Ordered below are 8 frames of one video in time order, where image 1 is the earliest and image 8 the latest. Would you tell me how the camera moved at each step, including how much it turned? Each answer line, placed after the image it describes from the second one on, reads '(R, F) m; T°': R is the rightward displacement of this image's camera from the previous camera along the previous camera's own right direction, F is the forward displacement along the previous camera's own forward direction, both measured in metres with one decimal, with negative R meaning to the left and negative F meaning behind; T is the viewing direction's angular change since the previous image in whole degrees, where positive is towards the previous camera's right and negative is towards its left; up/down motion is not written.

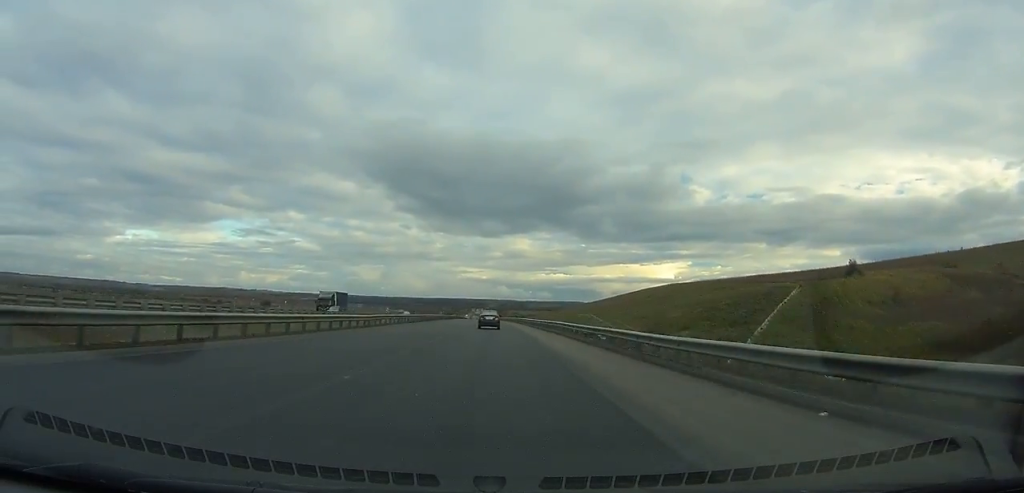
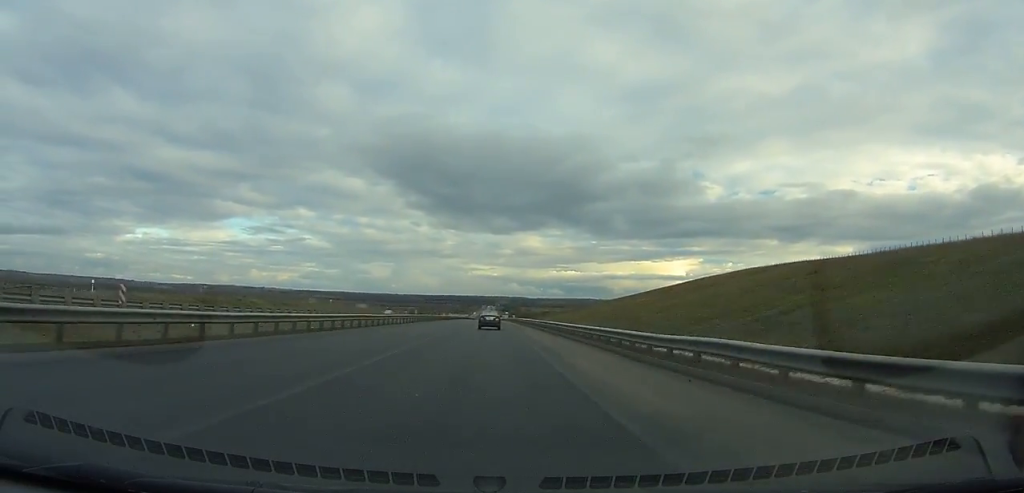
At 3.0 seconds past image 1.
(-1.2, +83.2) m; -1°
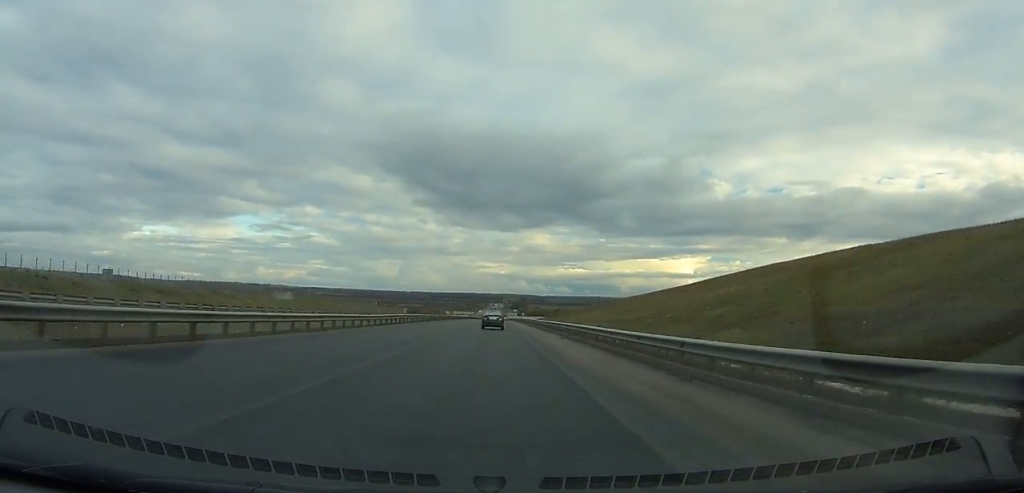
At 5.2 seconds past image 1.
(-0.7, +60.8) m; -1°
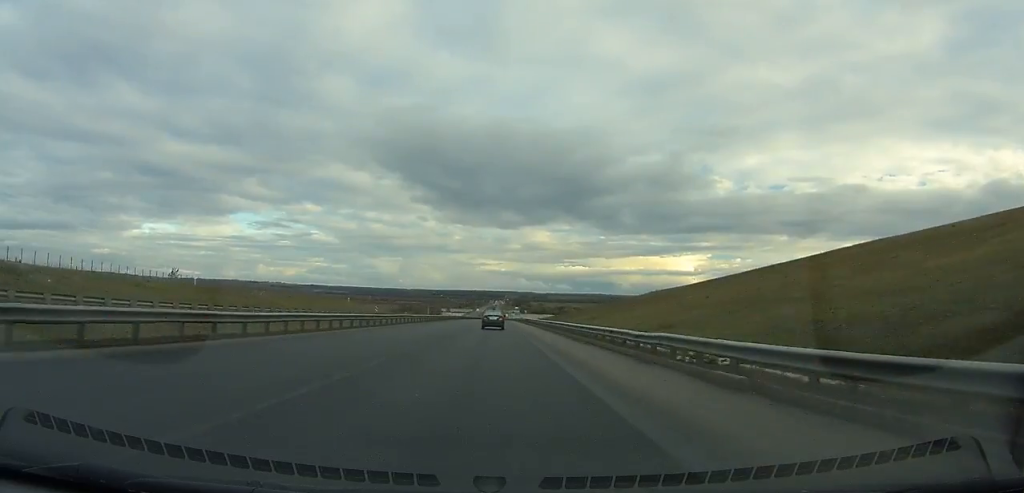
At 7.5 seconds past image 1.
(-0.2, +63.1) m; 0°
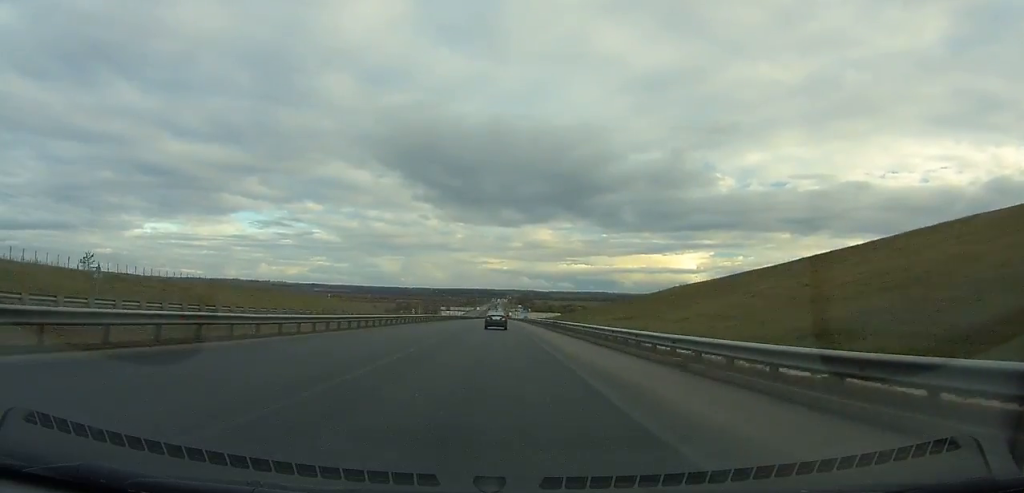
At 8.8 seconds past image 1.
(0.0, +35.7) m; 0°
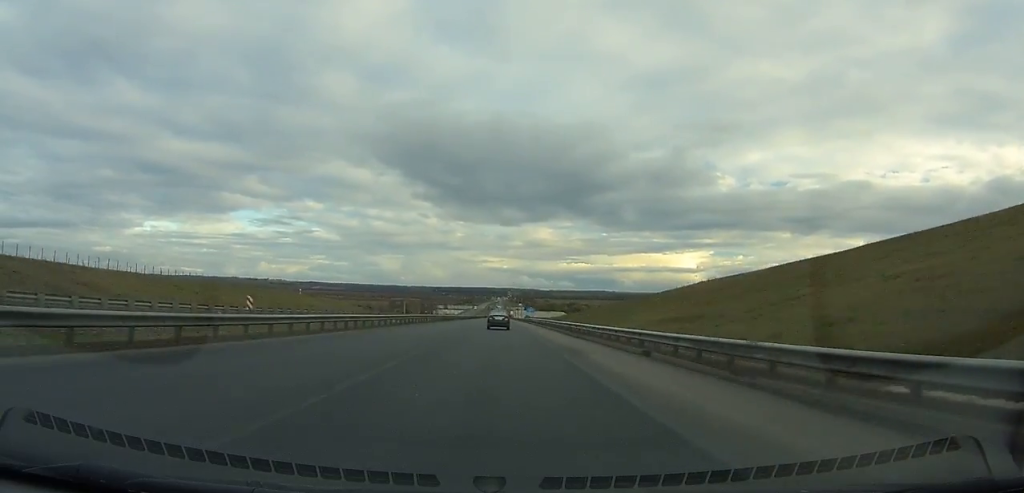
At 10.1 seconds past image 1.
(0.0, +35.6) m; 0°
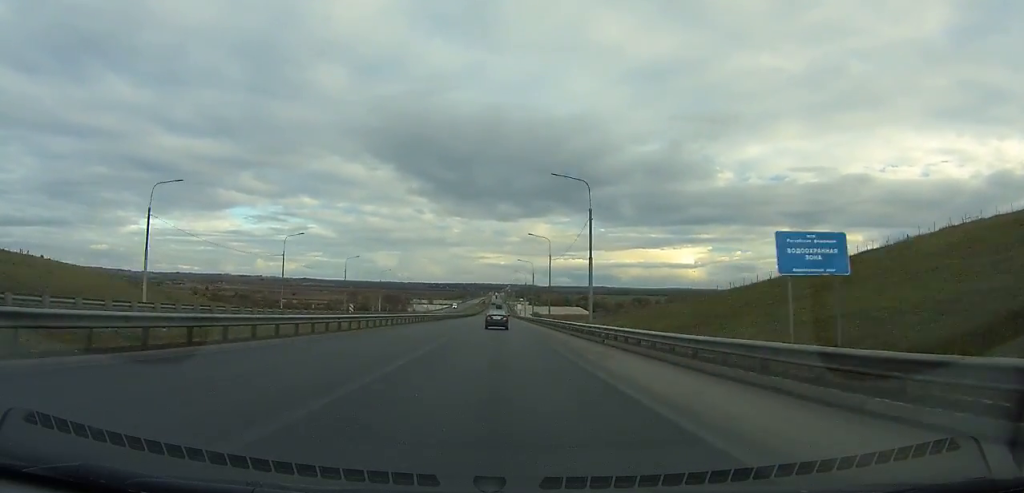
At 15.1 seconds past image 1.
(+0.5, +136.3) m; 0°
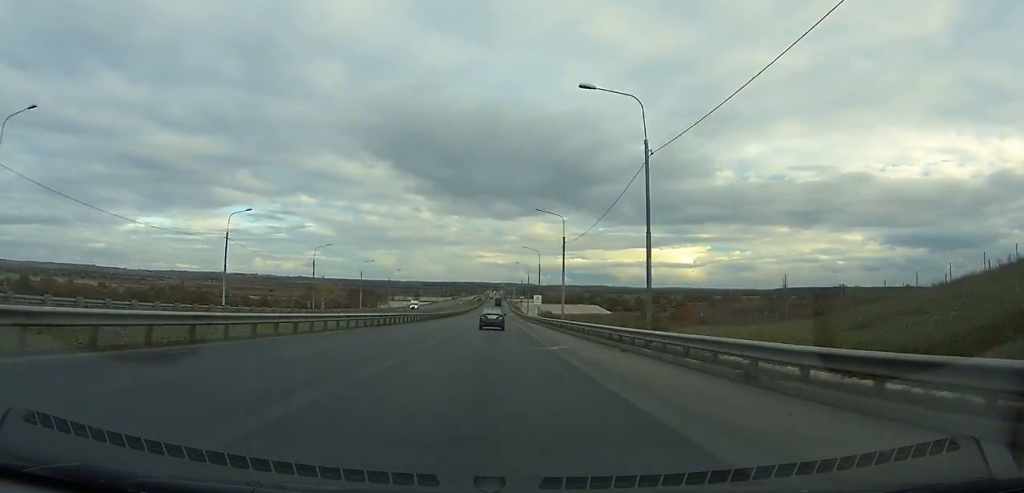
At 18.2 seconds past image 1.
(-0.1, +83.8) m; 0°
